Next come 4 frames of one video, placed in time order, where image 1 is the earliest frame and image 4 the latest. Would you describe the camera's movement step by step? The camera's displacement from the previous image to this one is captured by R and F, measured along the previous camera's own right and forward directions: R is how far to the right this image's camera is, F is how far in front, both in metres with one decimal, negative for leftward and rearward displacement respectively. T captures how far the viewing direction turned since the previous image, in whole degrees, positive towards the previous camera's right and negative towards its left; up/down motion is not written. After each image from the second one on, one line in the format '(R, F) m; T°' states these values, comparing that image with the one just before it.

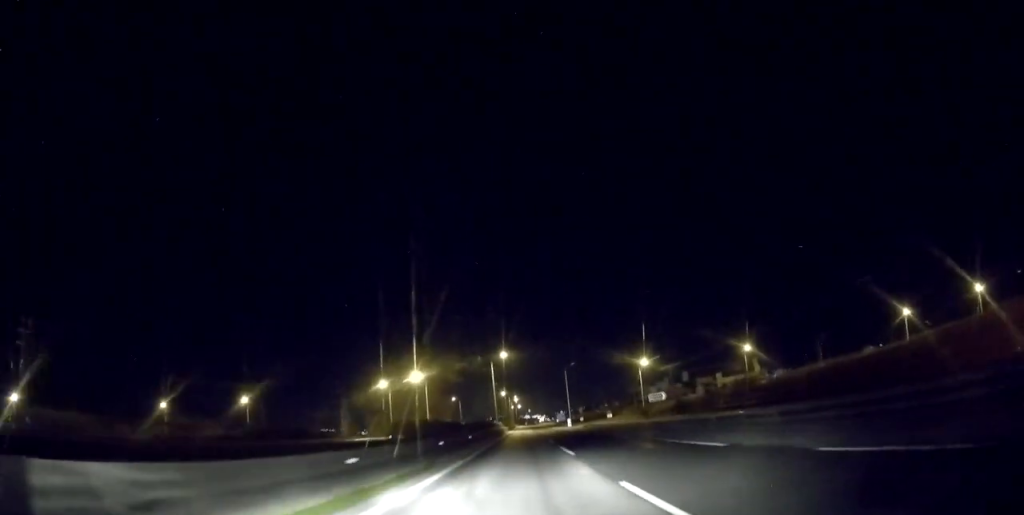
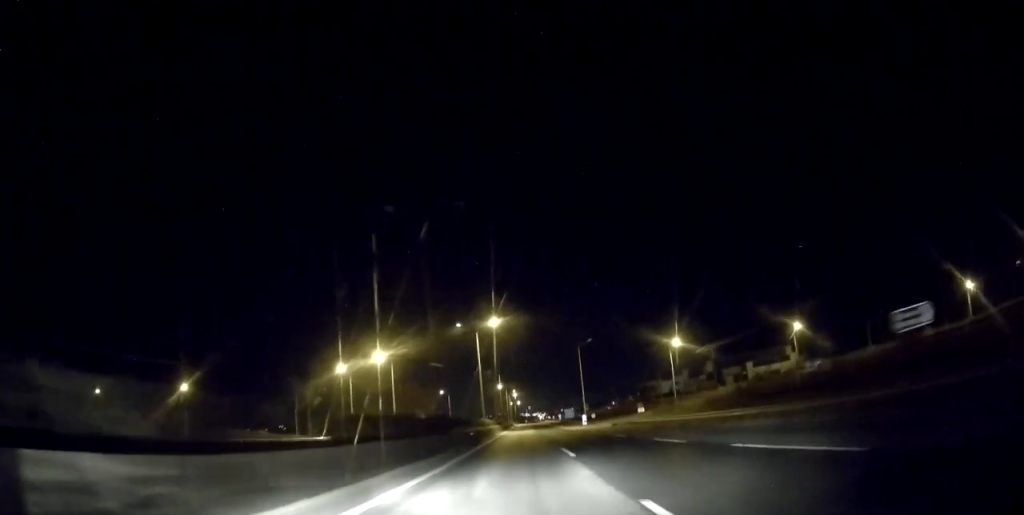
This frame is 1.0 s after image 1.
(-0.5, +32.5) m; 0°
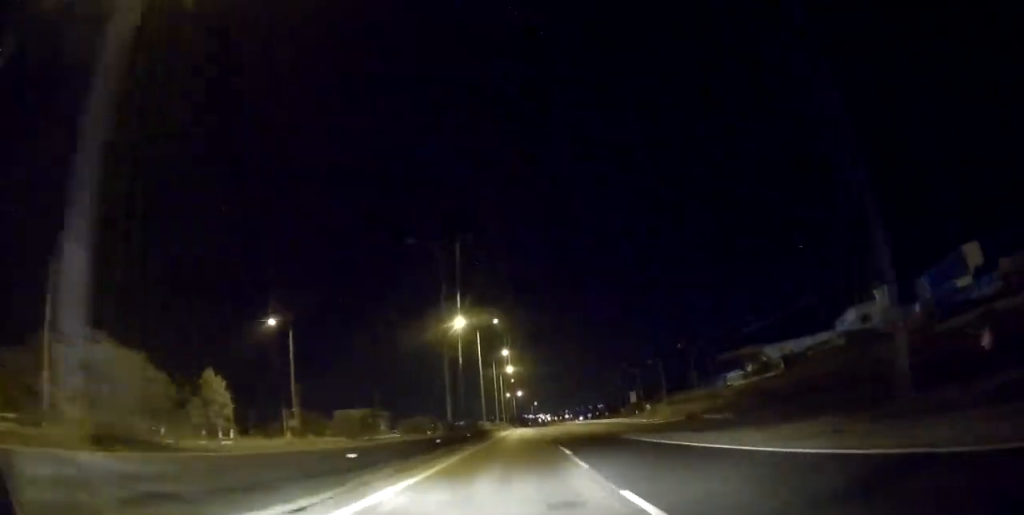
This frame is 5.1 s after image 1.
(+1.9, +133.4) m; 0°
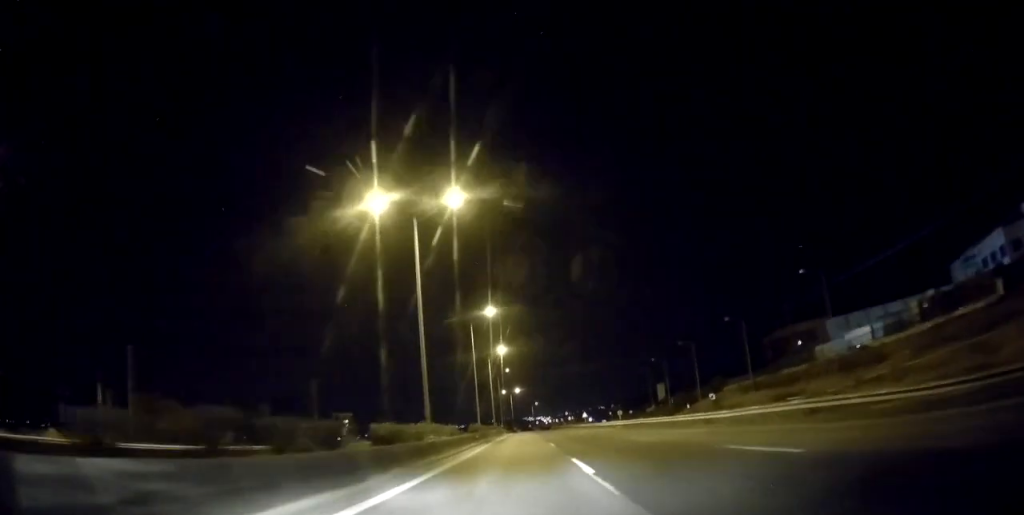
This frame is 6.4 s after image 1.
(-0.3, +41.9) m; 0°
